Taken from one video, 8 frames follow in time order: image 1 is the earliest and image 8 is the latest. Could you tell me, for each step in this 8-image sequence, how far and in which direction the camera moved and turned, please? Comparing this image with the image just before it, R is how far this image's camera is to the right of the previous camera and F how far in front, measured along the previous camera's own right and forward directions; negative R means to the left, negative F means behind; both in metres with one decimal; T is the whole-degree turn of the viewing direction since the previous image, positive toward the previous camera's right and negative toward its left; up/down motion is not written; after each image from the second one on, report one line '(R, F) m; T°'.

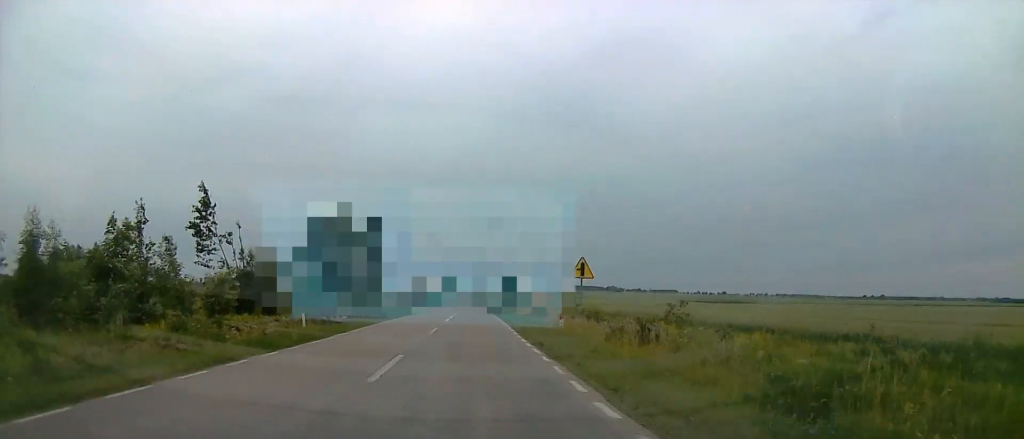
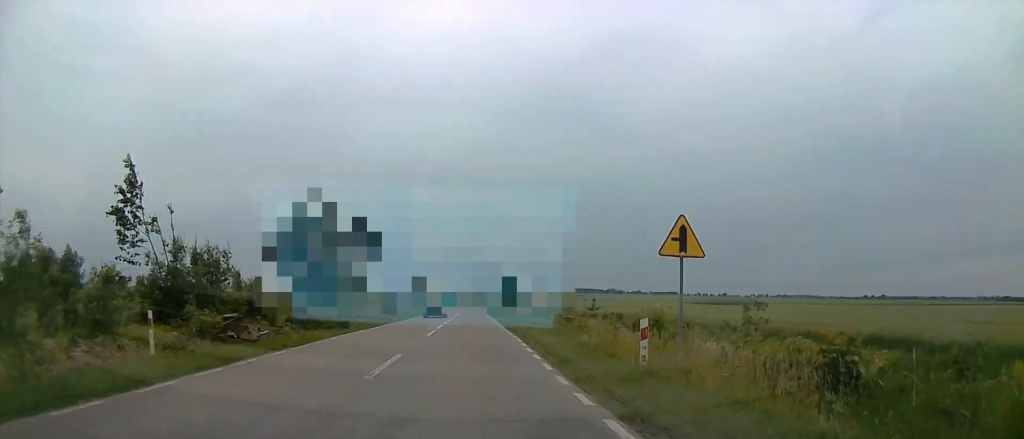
(+0.4, +11.3) m; -2°
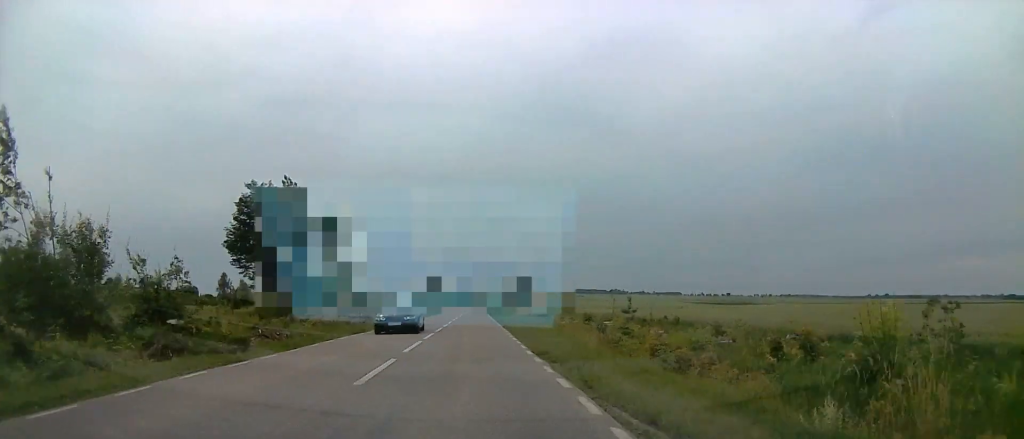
(-0.9, +12.5) m; 0°
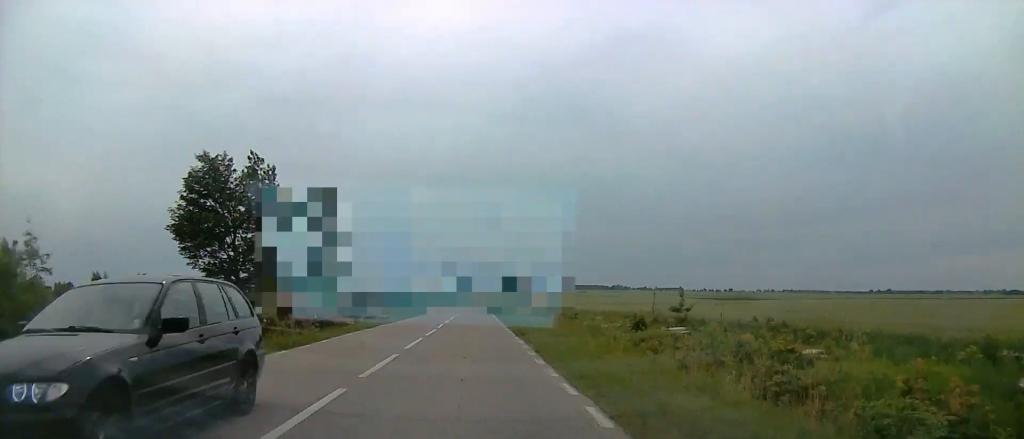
(-0.3, +11.1) m; +1°
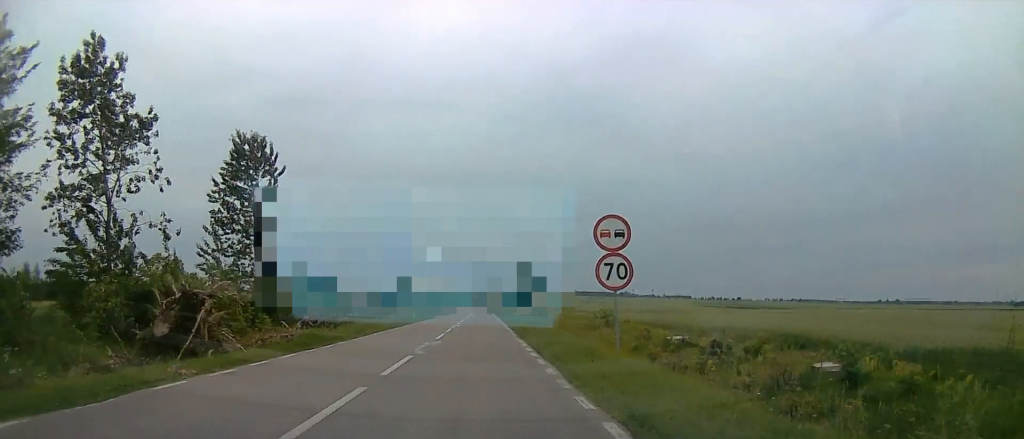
(+1.9, +29.8) m; +4°
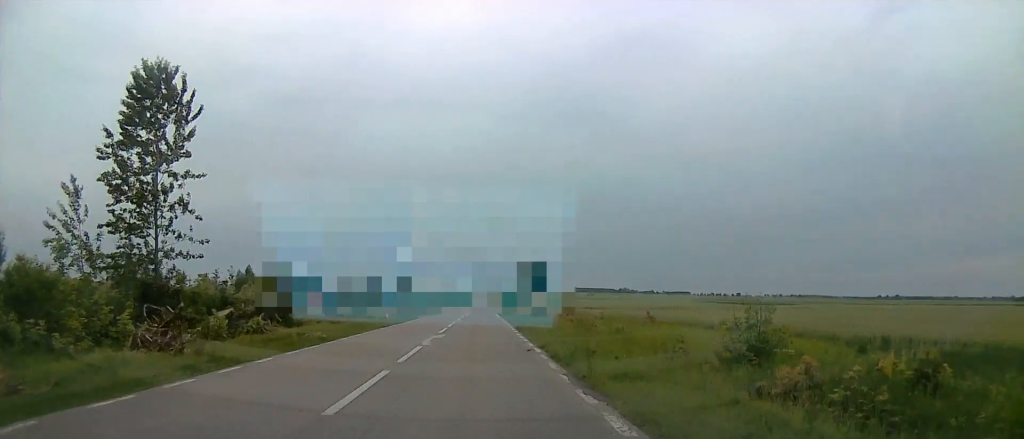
(0.0, +16.1) m; 0°
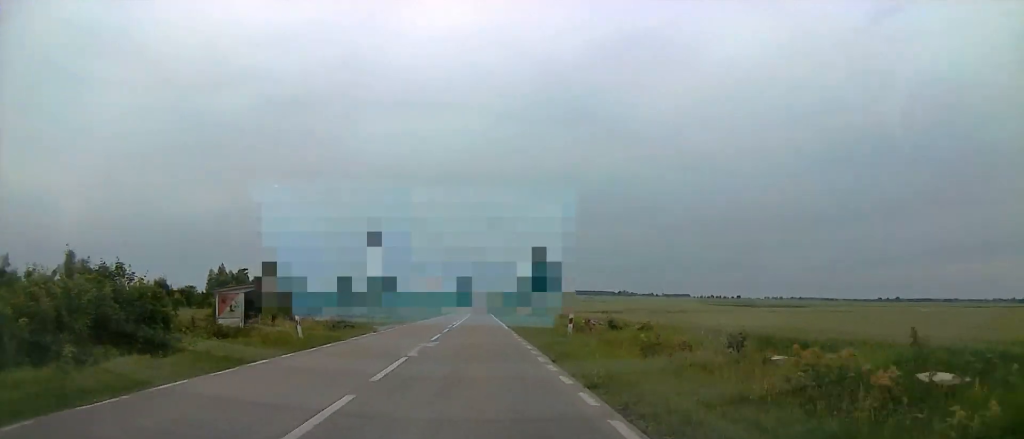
(0.0, +20.6) m; -2°
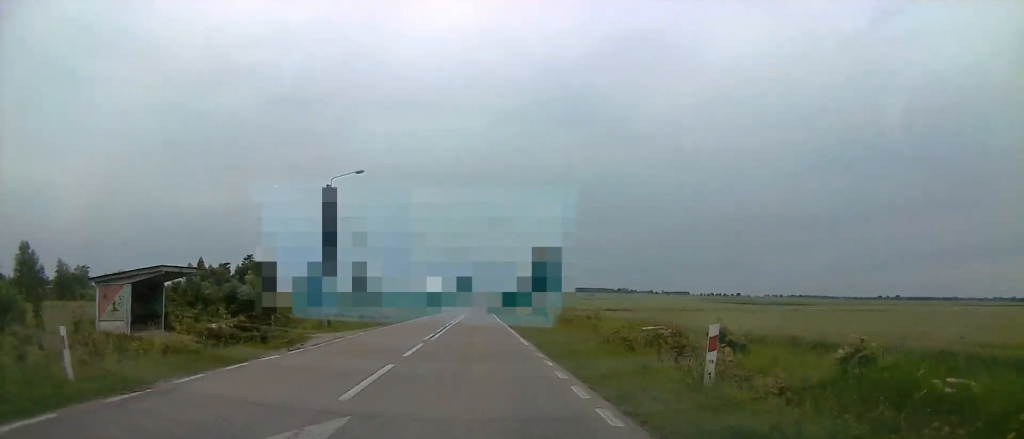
(+0.2, +12.9) m; -2°
